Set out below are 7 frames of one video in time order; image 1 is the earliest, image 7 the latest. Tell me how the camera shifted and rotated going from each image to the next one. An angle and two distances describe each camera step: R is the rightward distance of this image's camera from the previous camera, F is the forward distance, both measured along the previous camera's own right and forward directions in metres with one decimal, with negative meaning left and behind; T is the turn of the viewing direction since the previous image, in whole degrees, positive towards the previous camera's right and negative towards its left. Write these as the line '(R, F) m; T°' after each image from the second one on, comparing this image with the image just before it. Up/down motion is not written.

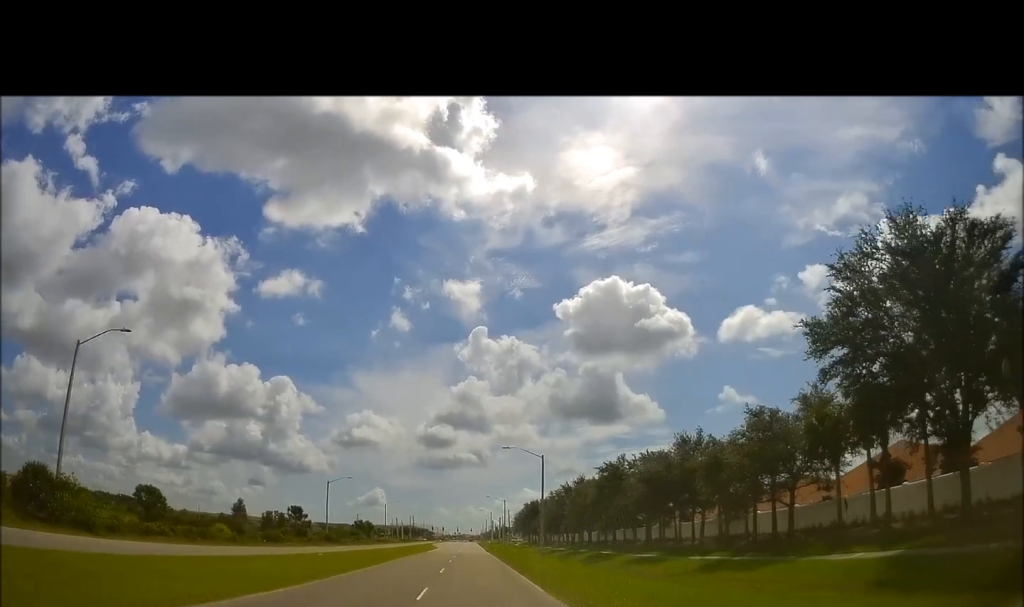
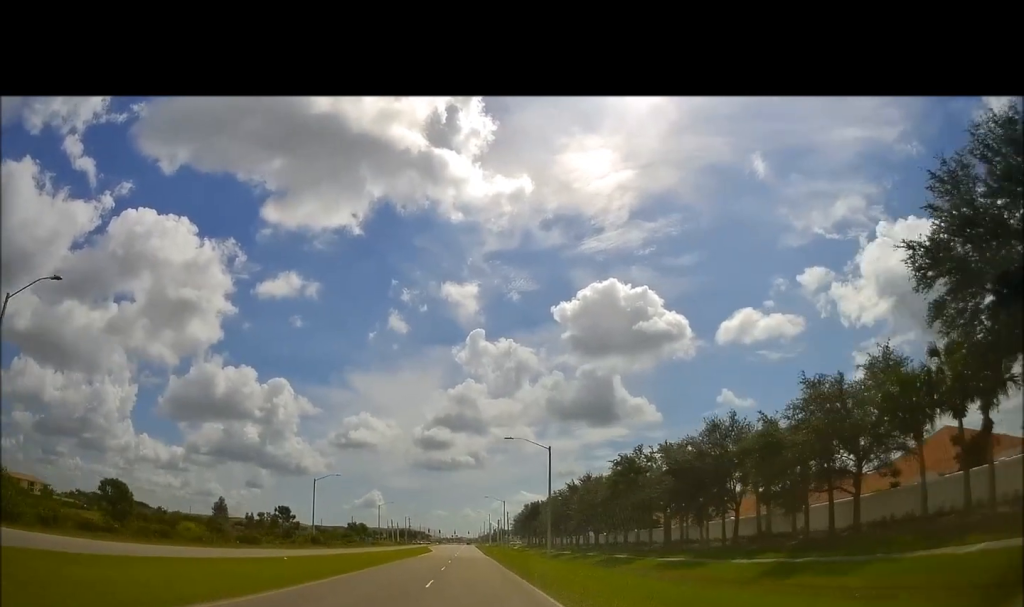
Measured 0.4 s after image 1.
(+0.2, +7.7) m; 0°
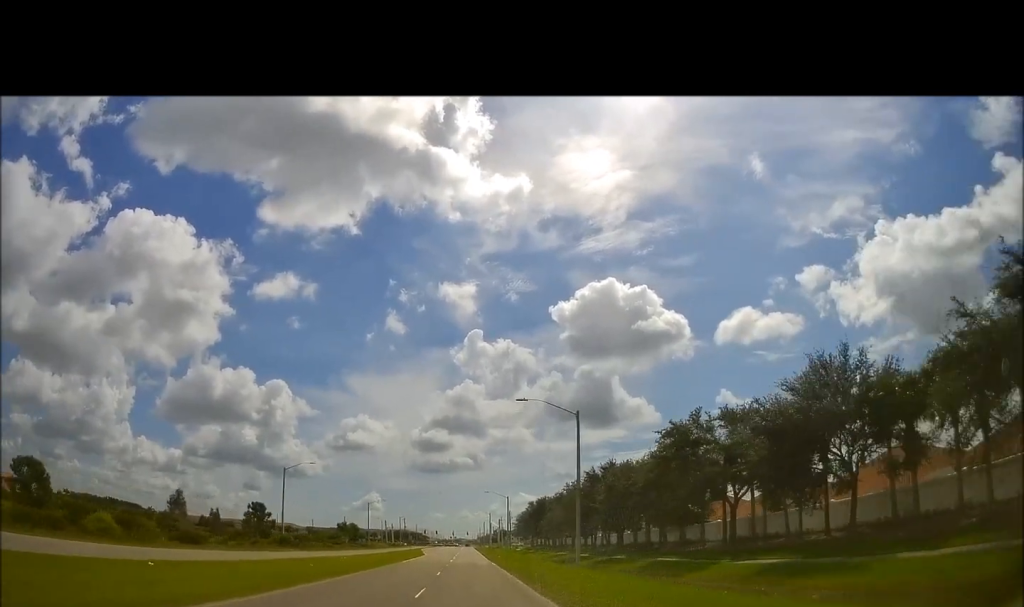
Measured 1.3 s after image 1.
(+0.4, +15.9) m; 0°
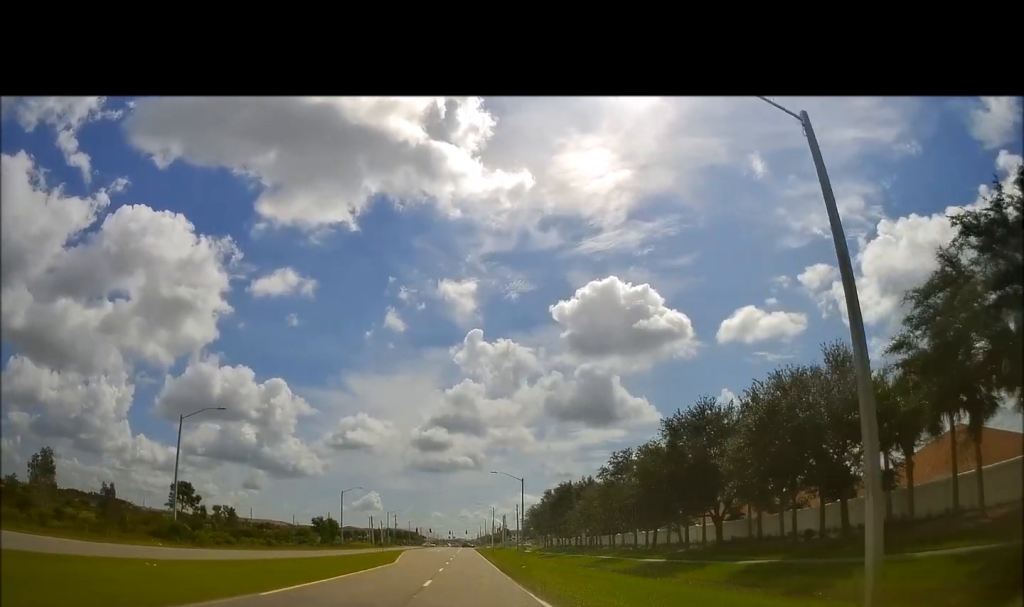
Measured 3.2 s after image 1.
(-0.2, +31.8) m; +1°
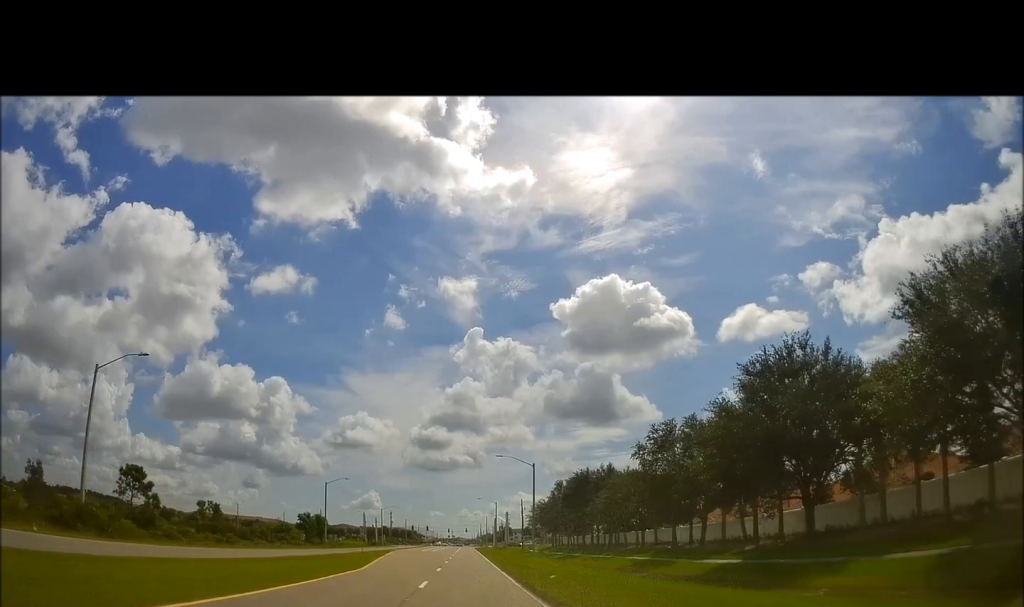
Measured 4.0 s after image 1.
(0.0, +14.1) m; -2°
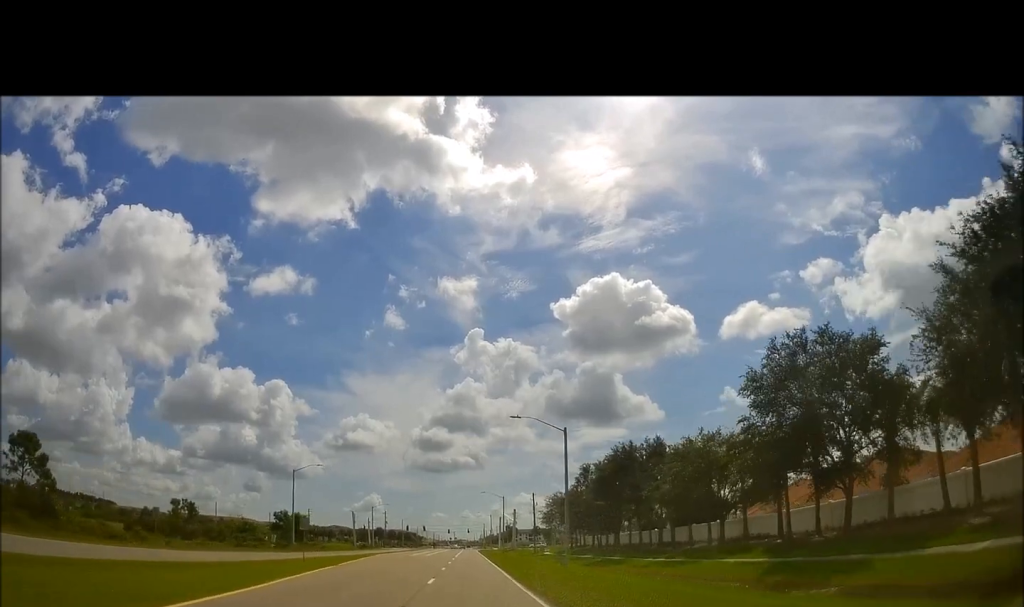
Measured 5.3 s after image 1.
(-0.7, +21.6) m; -1°
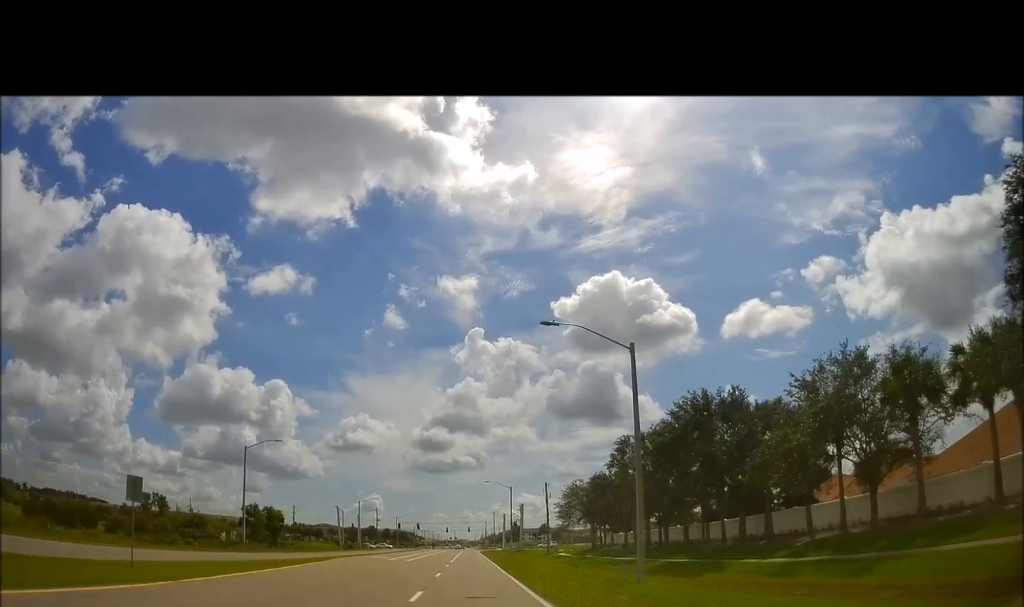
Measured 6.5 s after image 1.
(+0.4, +20.0) m; +2°
